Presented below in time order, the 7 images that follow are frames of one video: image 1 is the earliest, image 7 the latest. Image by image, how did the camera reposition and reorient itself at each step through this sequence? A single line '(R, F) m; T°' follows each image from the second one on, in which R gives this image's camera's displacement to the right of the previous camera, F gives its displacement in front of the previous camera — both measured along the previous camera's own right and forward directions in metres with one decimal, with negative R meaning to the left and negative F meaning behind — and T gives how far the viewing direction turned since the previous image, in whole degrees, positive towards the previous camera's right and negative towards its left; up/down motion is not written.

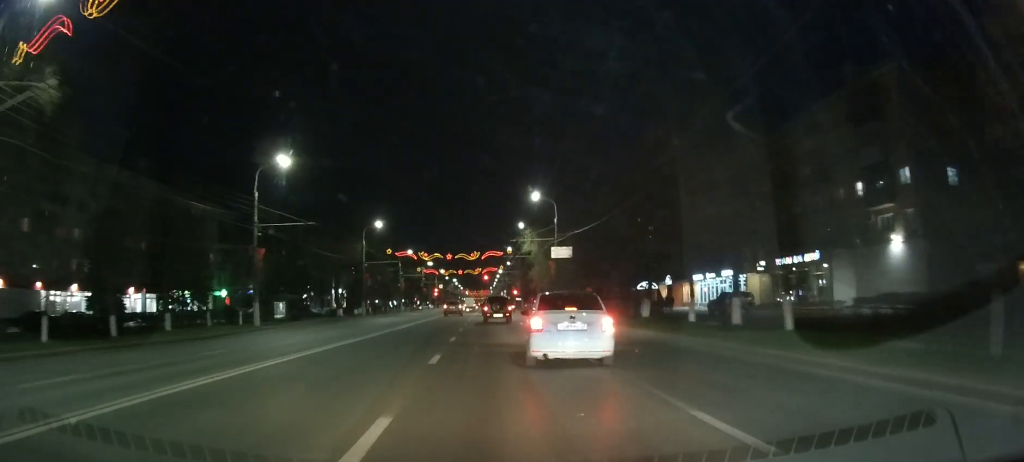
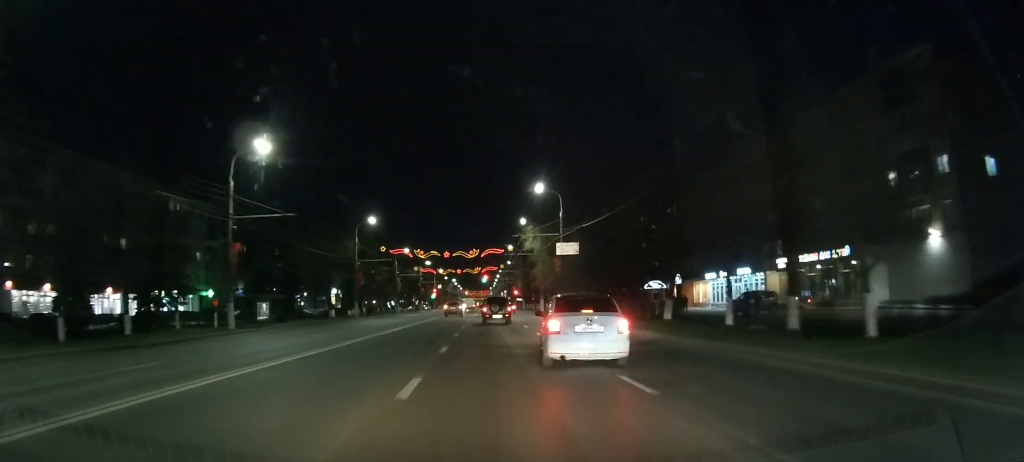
(0.0, +4.4) m; 0°
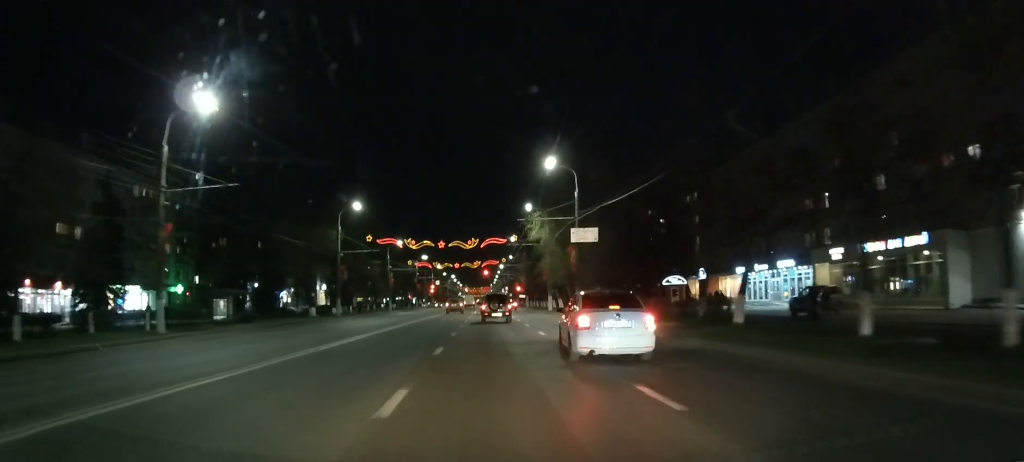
(0.0, +8.9) m; 0°
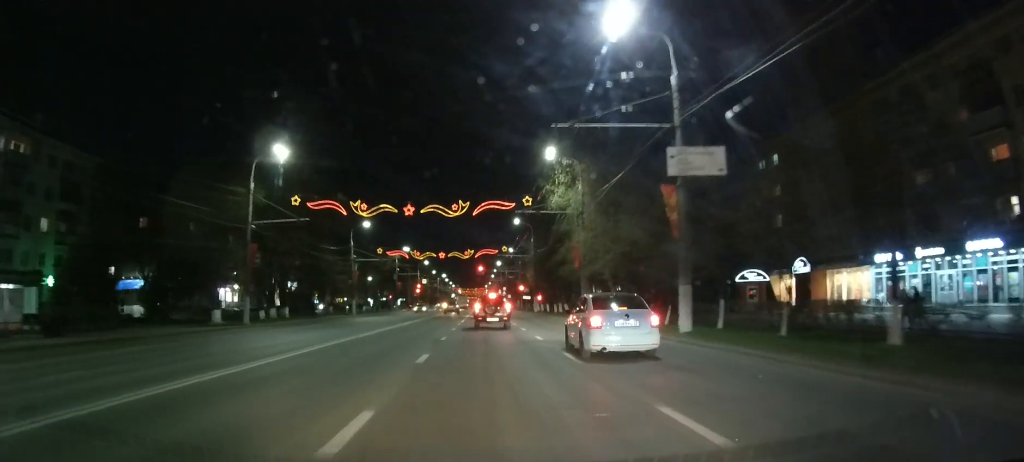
(+0.3, +24.7) m; +1°
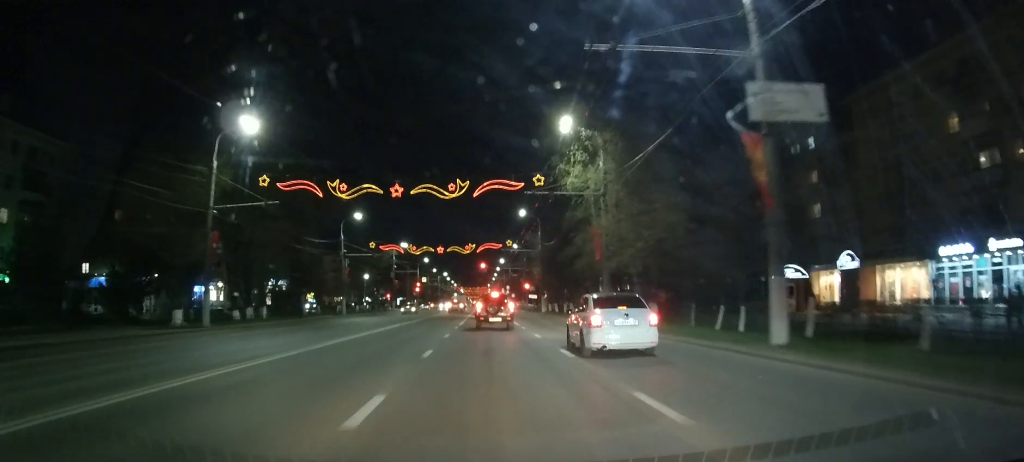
(0.0, +6.6) m; 0°
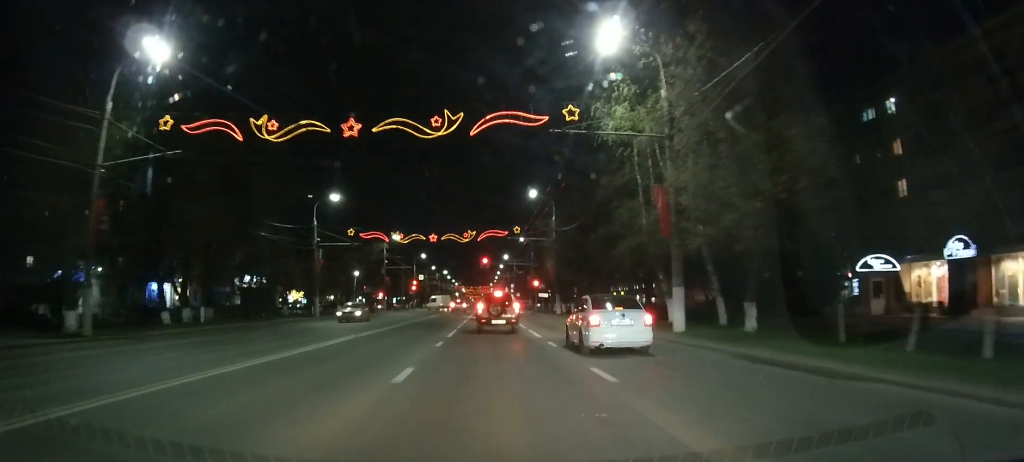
(-0.1, +12.0) m; 0°
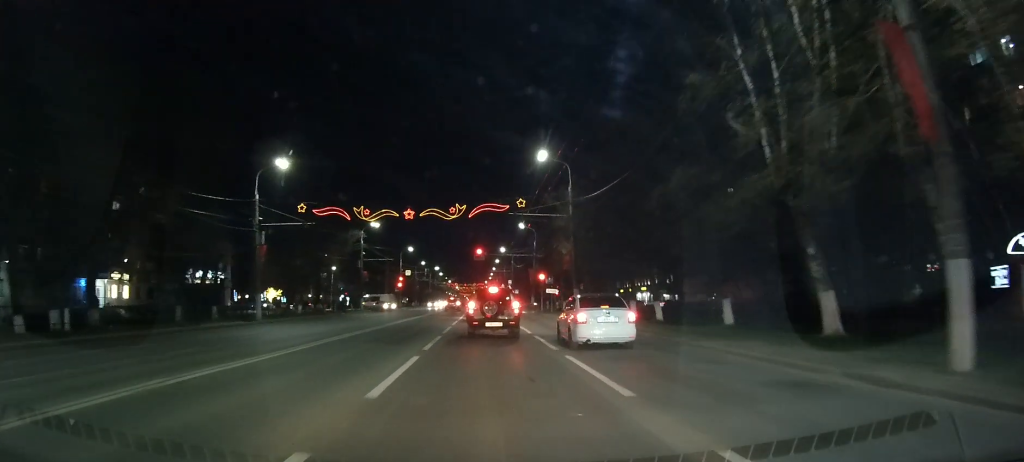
(+0.1, +13.6) m; 0°
